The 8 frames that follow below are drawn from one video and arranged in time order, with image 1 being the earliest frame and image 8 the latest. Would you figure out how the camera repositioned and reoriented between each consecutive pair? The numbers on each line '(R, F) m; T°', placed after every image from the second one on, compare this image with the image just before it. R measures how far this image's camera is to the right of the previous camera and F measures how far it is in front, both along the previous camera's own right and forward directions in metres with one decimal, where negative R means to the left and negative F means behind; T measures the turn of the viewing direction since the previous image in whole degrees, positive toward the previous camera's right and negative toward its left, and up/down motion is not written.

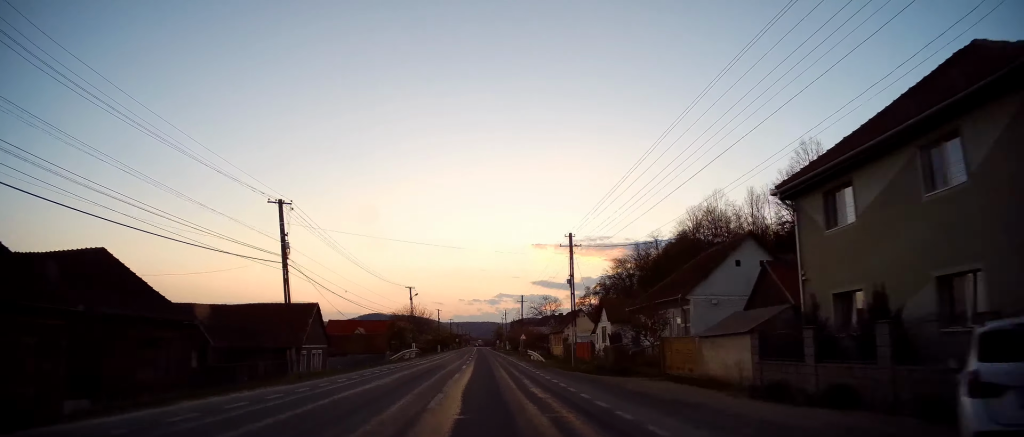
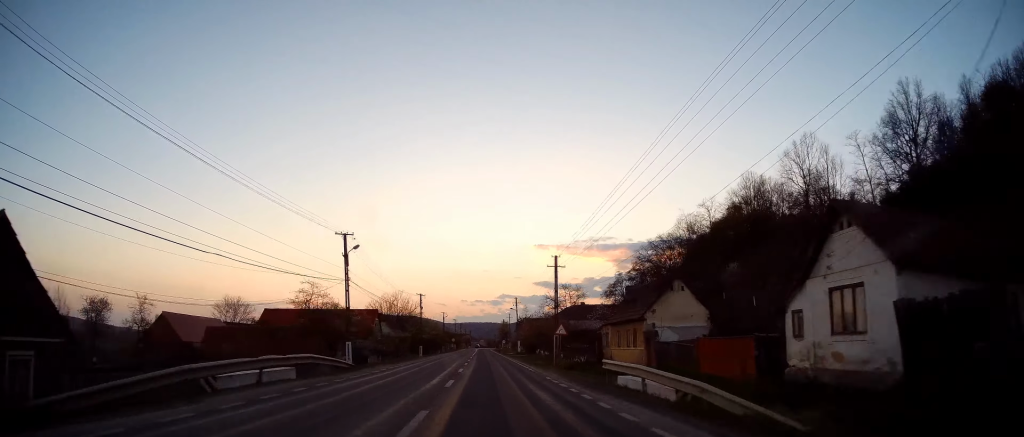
(0.0, +29.7) m; 0°
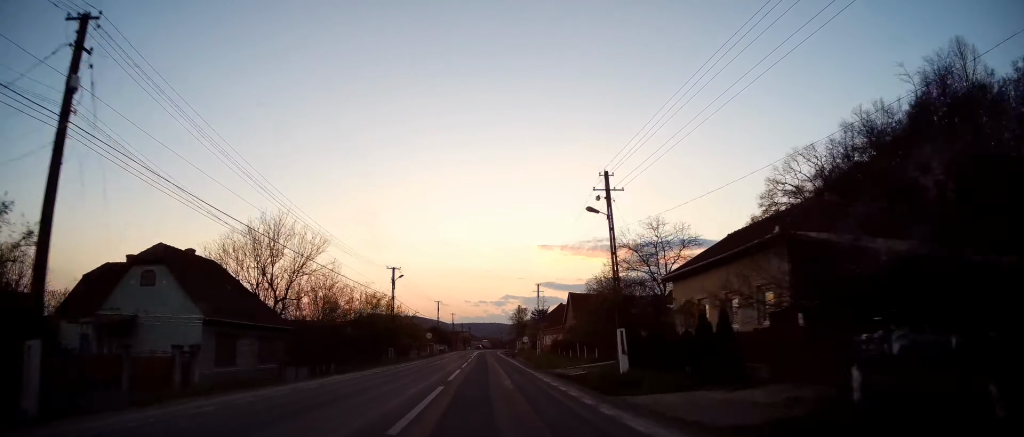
(-0.1, +57.9) m; 0°
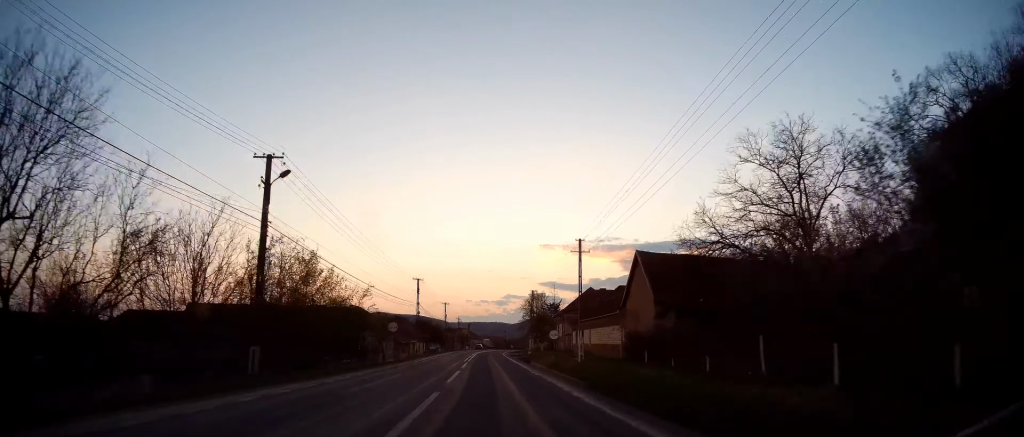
(+0.3, +25.7) m; +1°
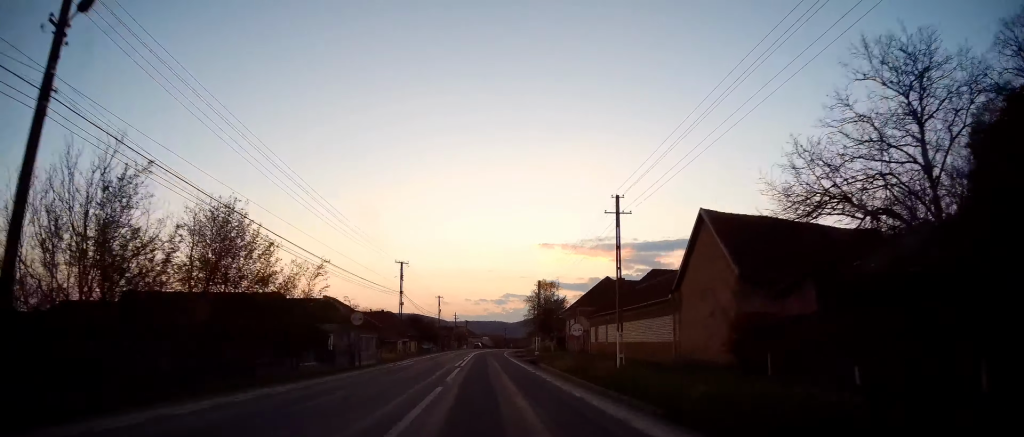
(0.0, +10.3) m; 0°
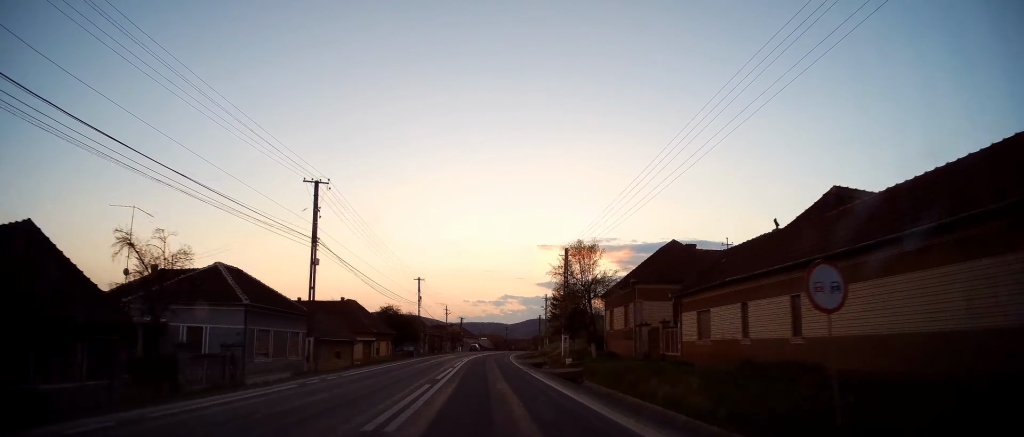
(0.0, +22.3) m; -1°
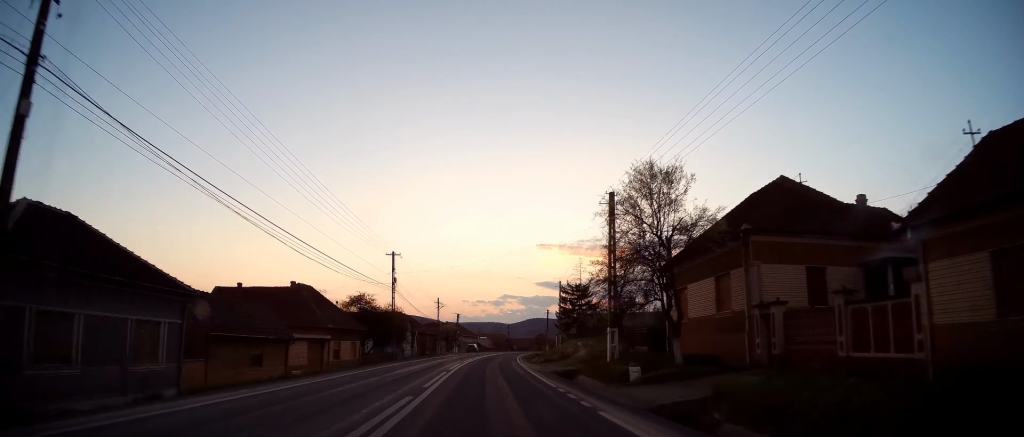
(-0.3, +15.4) m; -1°
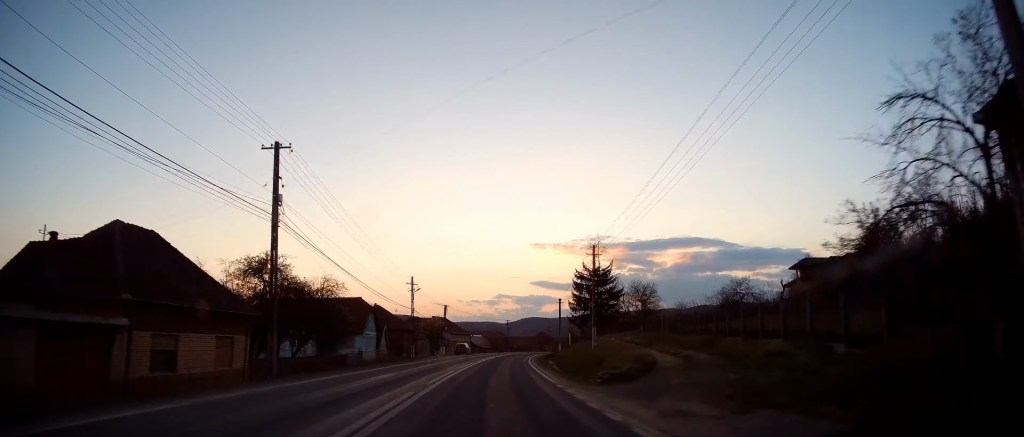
(-0.2, +22.4) m; 0°
